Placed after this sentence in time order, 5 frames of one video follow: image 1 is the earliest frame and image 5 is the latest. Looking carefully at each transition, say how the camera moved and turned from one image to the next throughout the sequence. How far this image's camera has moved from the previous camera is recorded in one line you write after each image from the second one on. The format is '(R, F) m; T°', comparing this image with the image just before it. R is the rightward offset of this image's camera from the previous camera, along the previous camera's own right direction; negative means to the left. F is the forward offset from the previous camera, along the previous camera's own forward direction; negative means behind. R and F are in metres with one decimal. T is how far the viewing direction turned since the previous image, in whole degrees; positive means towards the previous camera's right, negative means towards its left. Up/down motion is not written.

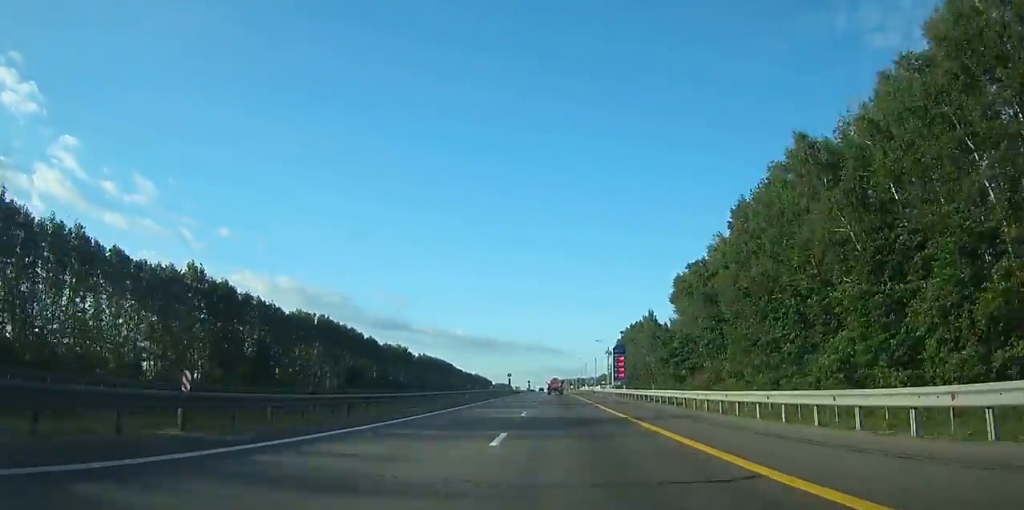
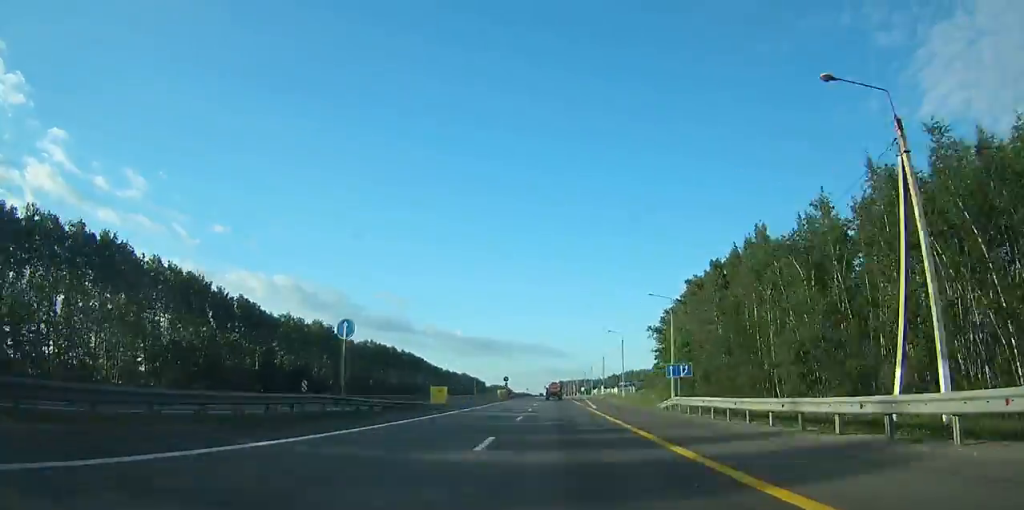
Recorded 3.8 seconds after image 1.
(+0.1, +107.1) m; 0°
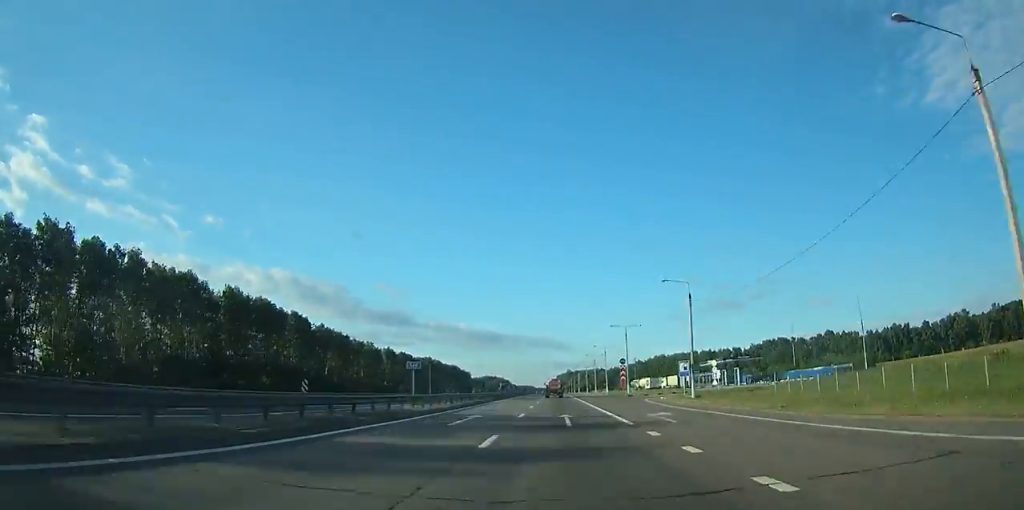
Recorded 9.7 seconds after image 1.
(-0.9, +164.5) m; -1°
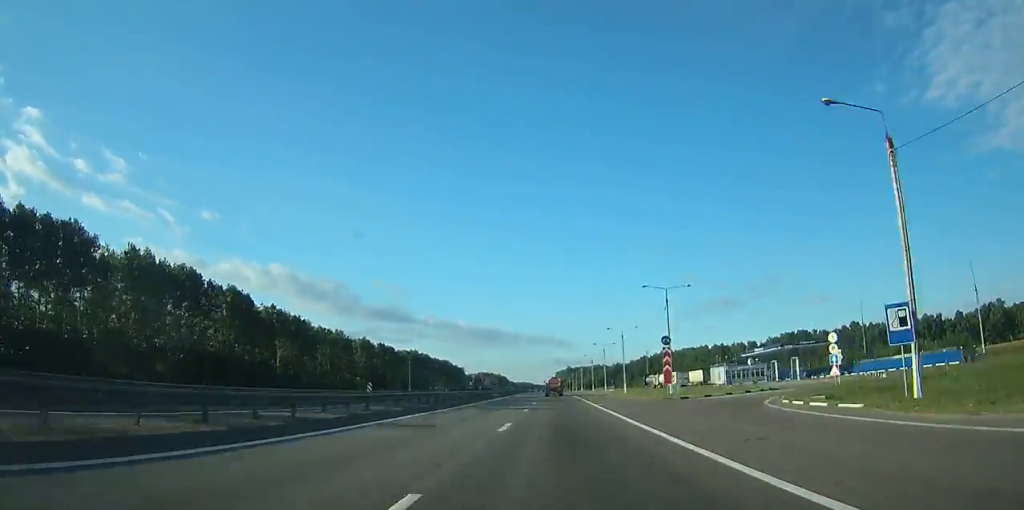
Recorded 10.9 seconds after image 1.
(0.0, +32.0) m; 0°
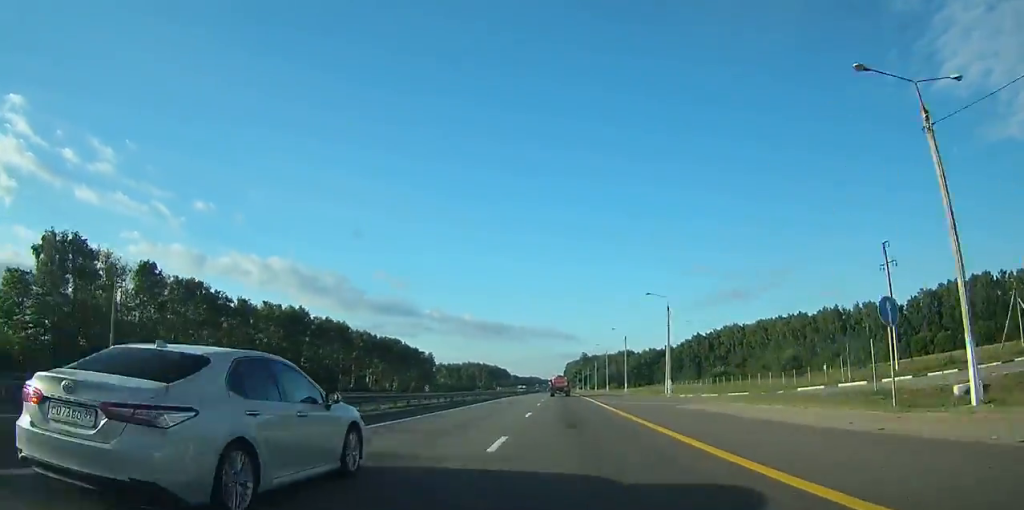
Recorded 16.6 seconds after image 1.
(-1.0, +143.8) m; -1°
